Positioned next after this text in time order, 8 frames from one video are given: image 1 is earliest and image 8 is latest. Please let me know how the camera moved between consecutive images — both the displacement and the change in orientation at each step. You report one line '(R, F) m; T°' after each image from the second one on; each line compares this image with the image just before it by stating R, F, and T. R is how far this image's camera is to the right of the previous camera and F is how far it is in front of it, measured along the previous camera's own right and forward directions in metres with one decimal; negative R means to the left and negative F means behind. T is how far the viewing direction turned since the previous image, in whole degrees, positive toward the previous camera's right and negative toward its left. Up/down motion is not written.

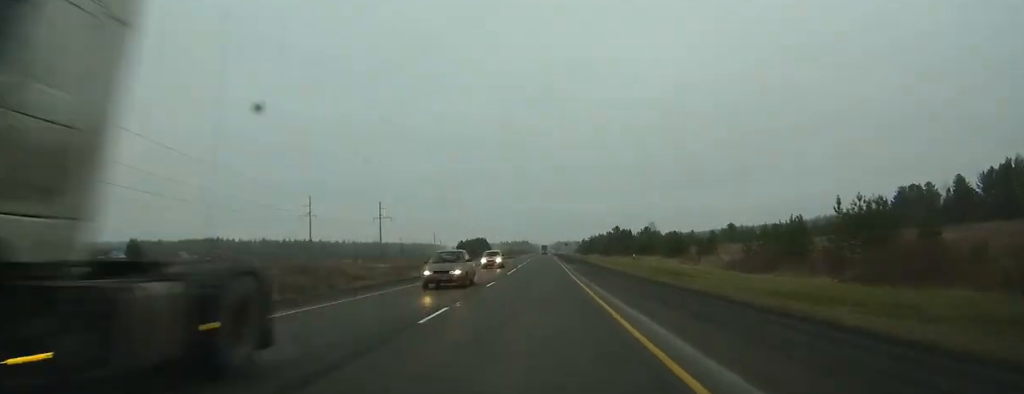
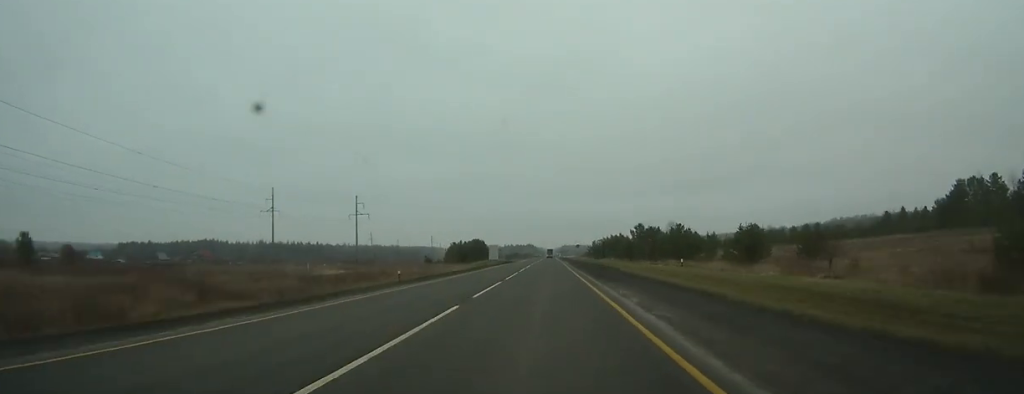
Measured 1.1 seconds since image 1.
(-0.1, +30.2) m; 0°
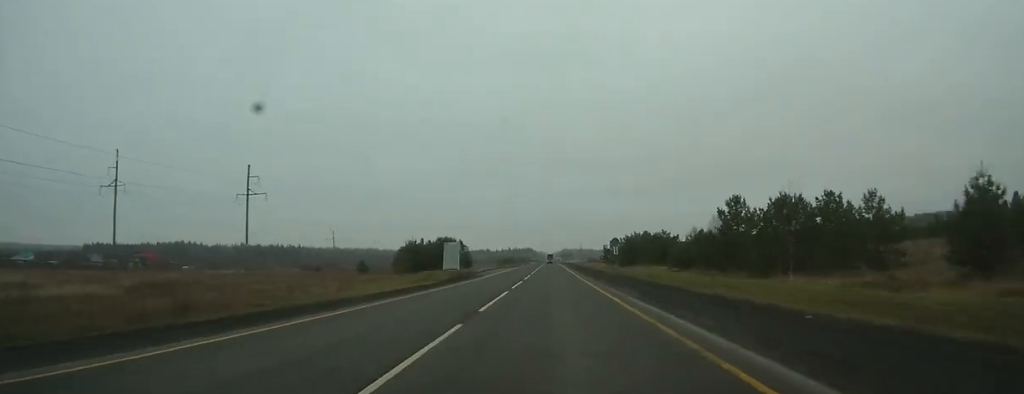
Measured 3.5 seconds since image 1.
(-0.2, +63.5) m; 0°
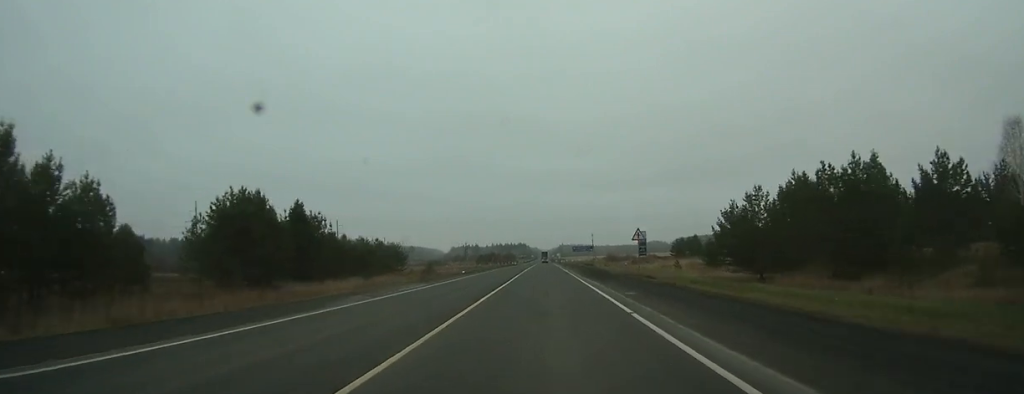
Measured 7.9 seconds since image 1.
(-0.1, +116.2) m; 0°
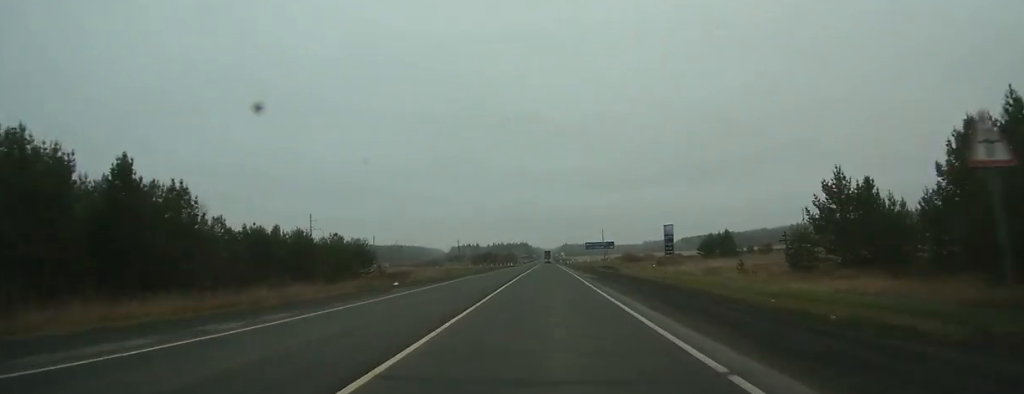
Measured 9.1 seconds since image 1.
(0.0, +30.1) m; 0°
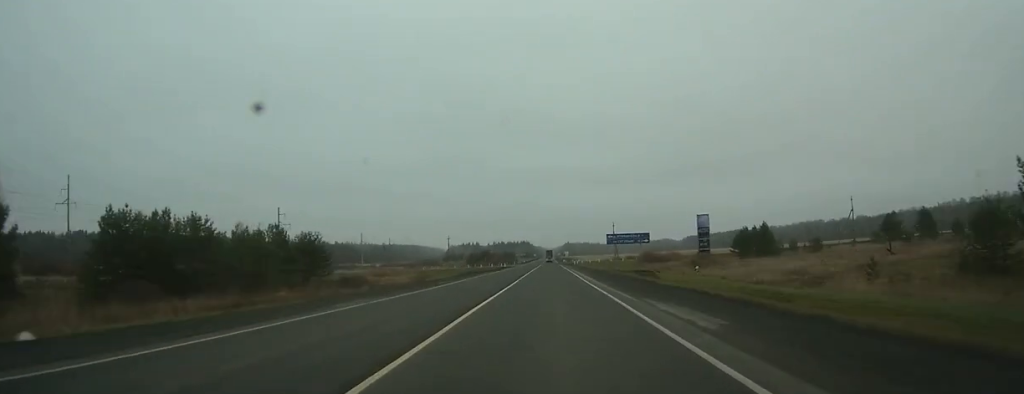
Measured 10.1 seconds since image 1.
(0.0, +26.6) m; 0°
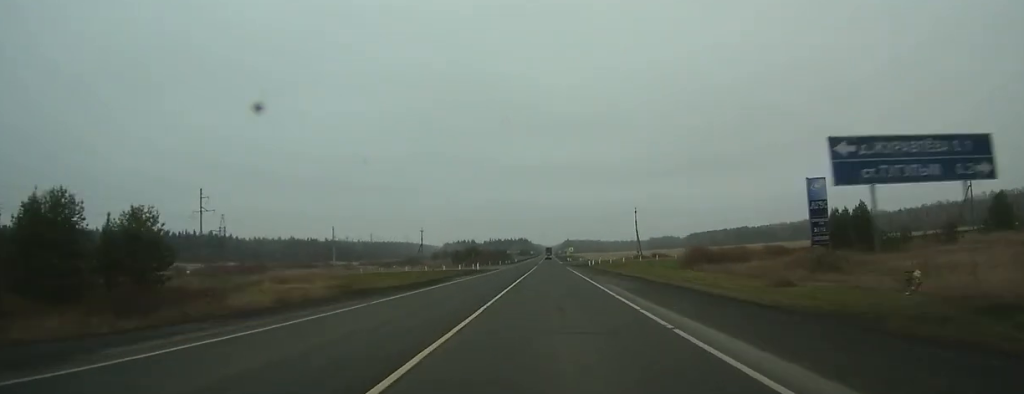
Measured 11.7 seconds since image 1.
(0.0, +42.8) m; 0°
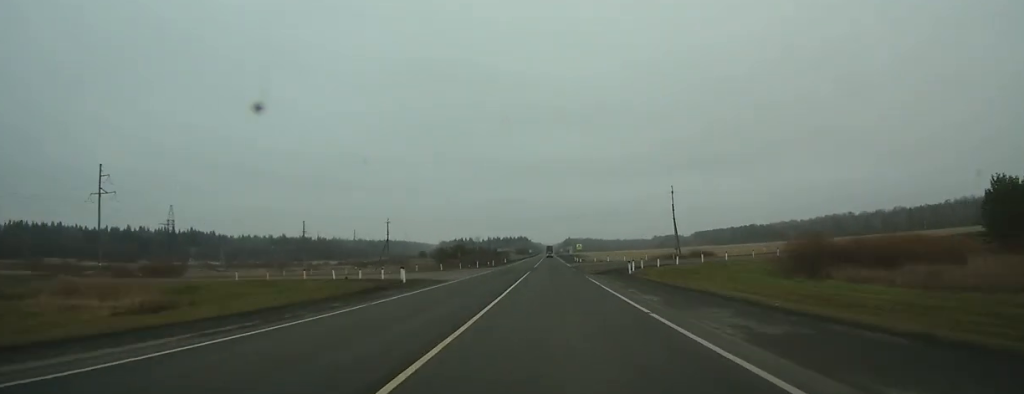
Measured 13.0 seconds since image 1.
(0.0, +35.8) m; 0°
